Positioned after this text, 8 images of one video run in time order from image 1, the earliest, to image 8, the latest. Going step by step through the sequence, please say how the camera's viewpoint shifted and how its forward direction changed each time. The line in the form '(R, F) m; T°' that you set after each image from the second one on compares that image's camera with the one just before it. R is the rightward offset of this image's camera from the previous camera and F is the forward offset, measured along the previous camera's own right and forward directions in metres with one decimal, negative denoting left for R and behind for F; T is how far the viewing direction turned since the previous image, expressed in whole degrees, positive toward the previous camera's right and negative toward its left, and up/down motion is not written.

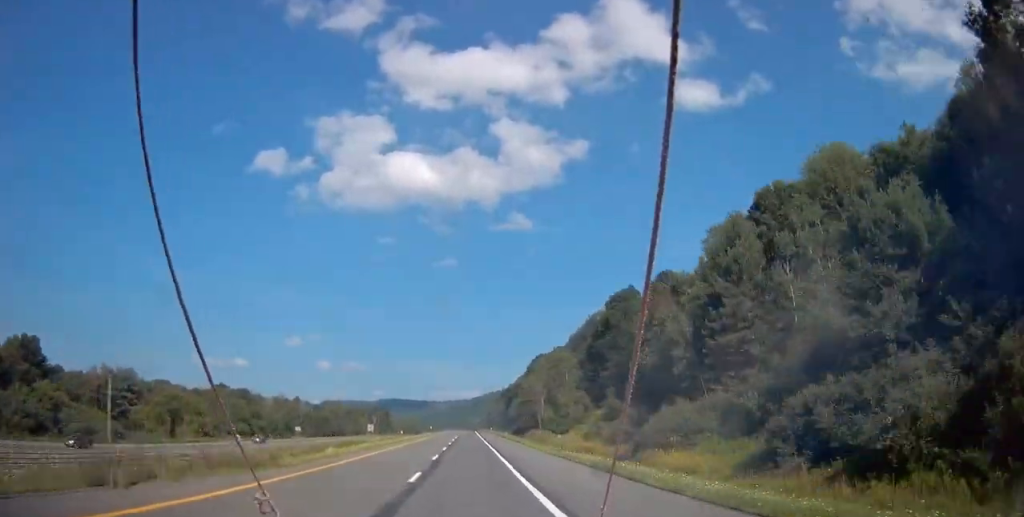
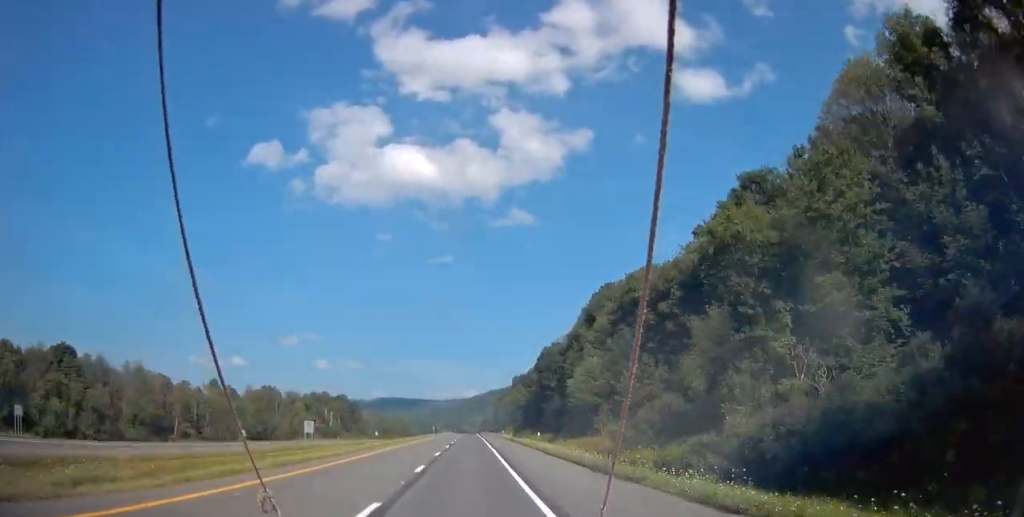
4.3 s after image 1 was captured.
(+0.2, +119.1) m; 0°
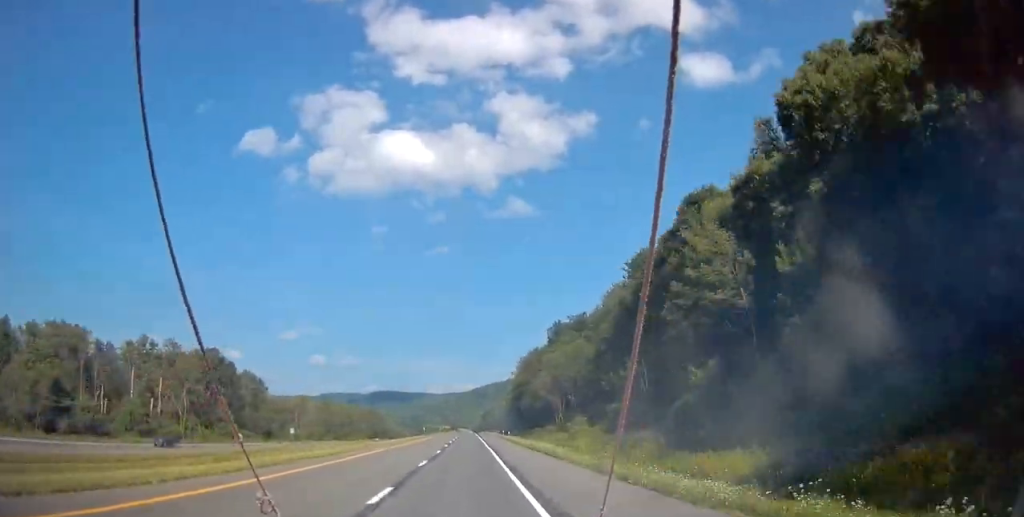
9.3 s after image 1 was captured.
(0.0, +143.0) m; 0°
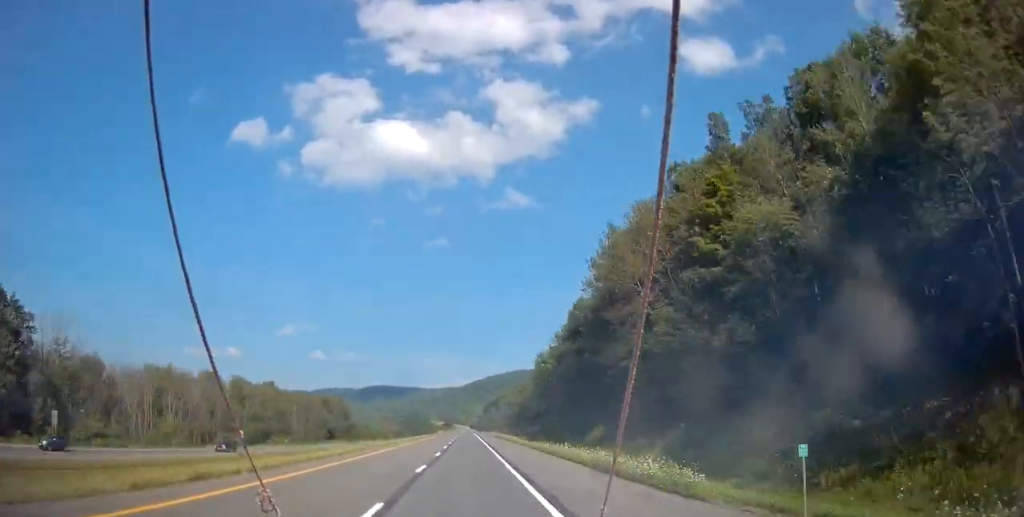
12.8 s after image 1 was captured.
(0.0, +99.4) m; 0°
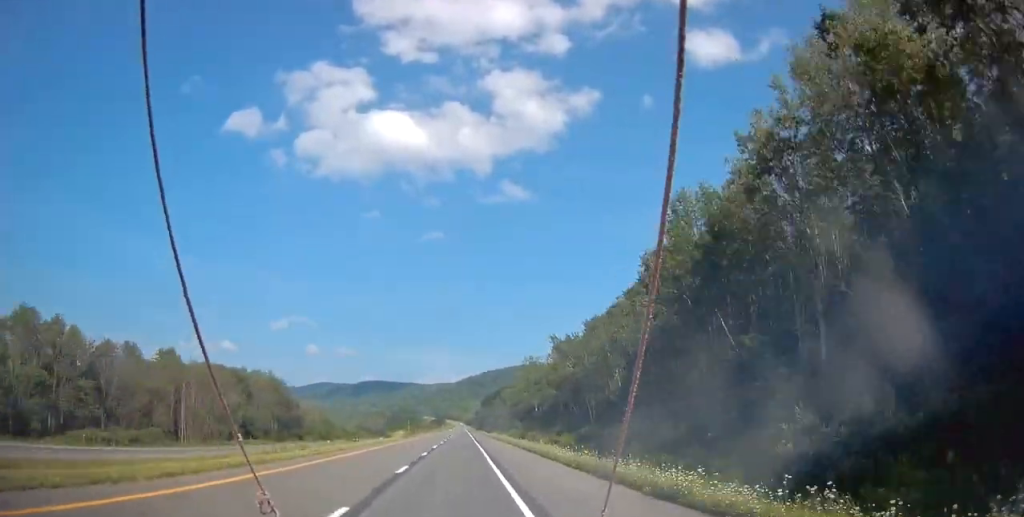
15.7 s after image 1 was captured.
(-0.1, +84.3) m; 0°
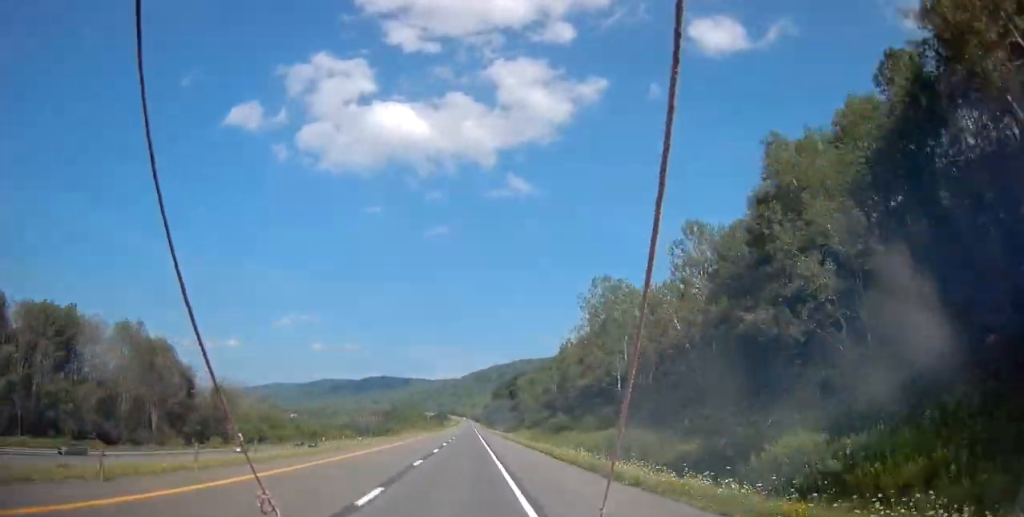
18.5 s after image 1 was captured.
(-0.1, +80.4) m; 0°
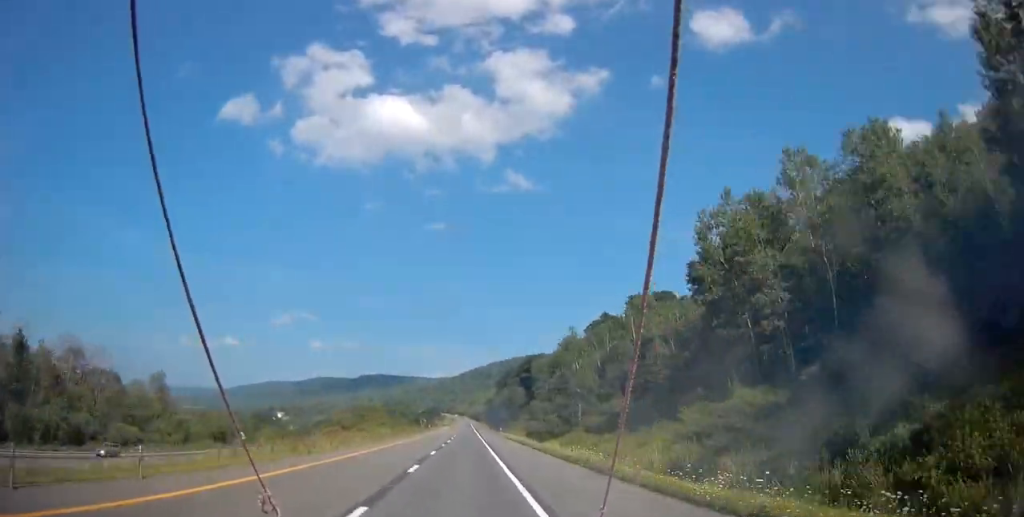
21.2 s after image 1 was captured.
(0.0, +76.4) m; 0°
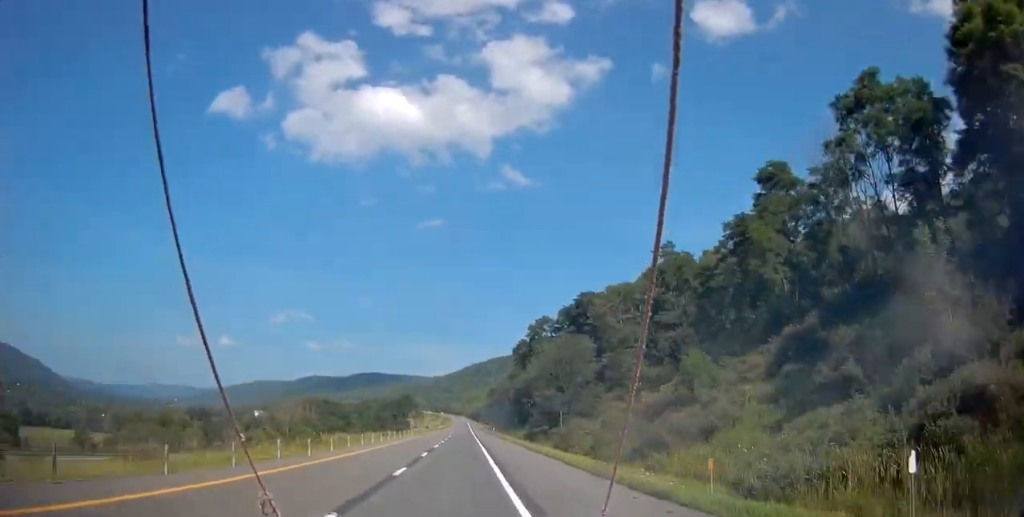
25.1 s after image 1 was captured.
(+0.4, +110.3) m; 0°
